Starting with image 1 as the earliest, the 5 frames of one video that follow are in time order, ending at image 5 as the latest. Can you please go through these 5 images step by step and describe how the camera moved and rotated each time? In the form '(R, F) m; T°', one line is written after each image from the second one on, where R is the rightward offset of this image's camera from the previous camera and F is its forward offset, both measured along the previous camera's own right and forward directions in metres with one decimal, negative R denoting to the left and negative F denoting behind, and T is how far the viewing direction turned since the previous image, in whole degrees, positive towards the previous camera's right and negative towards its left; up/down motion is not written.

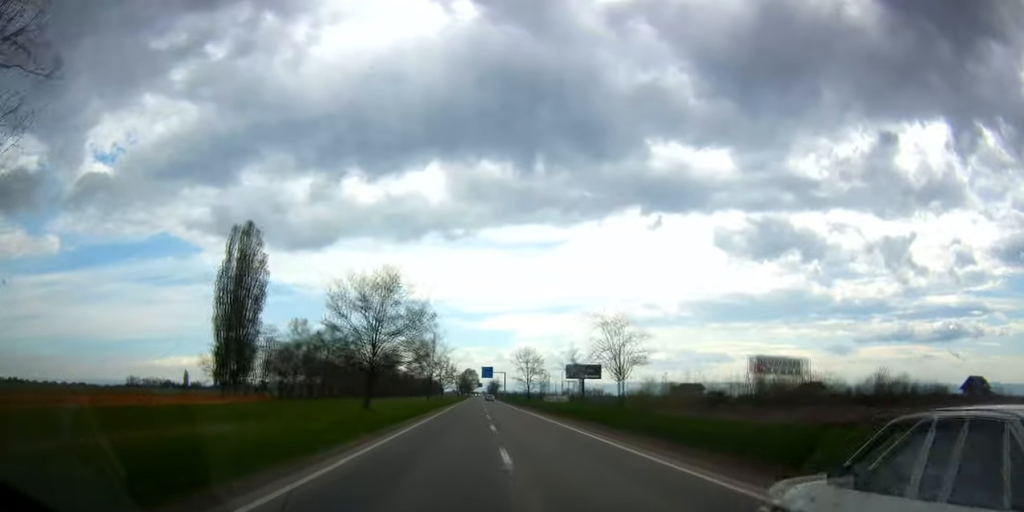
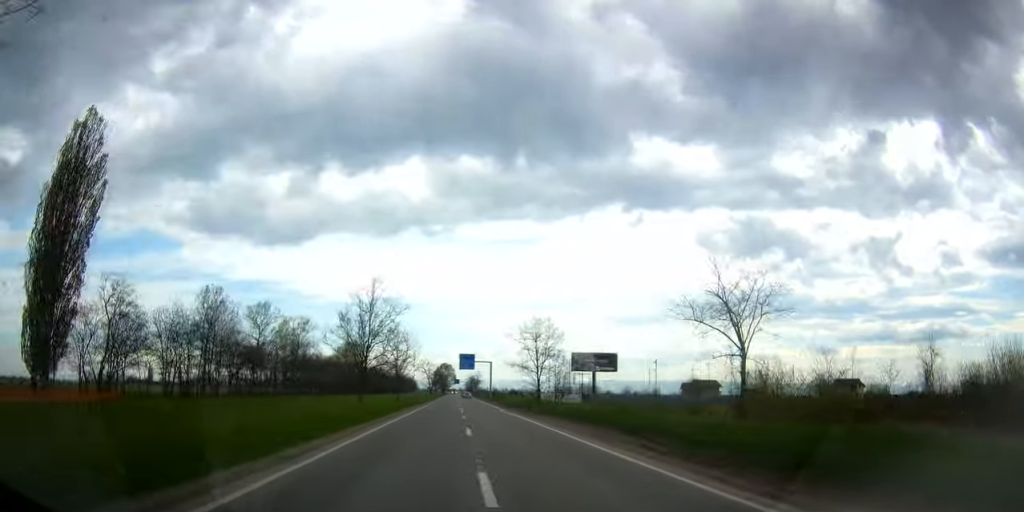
(+1.3, +38.6) m; +3°
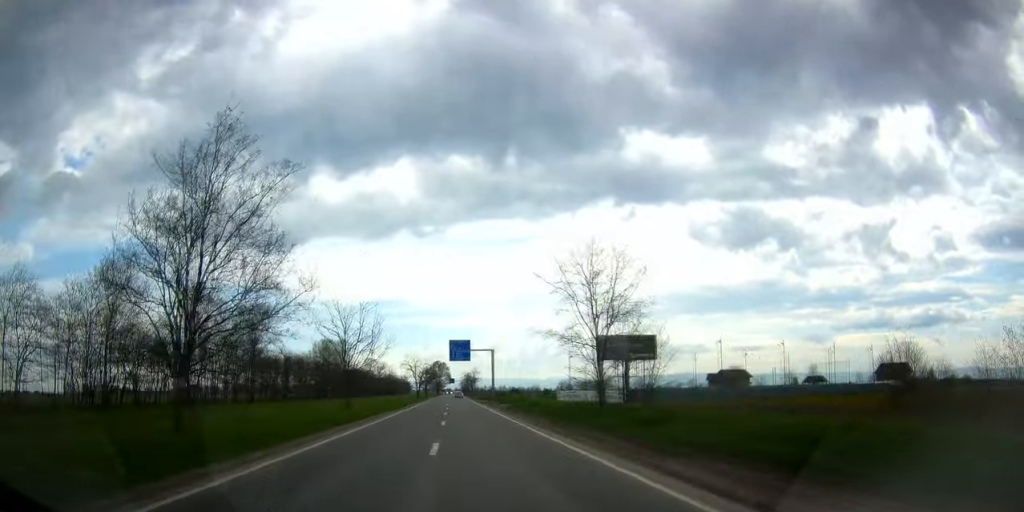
(+0.5, +29.9) m; +1°
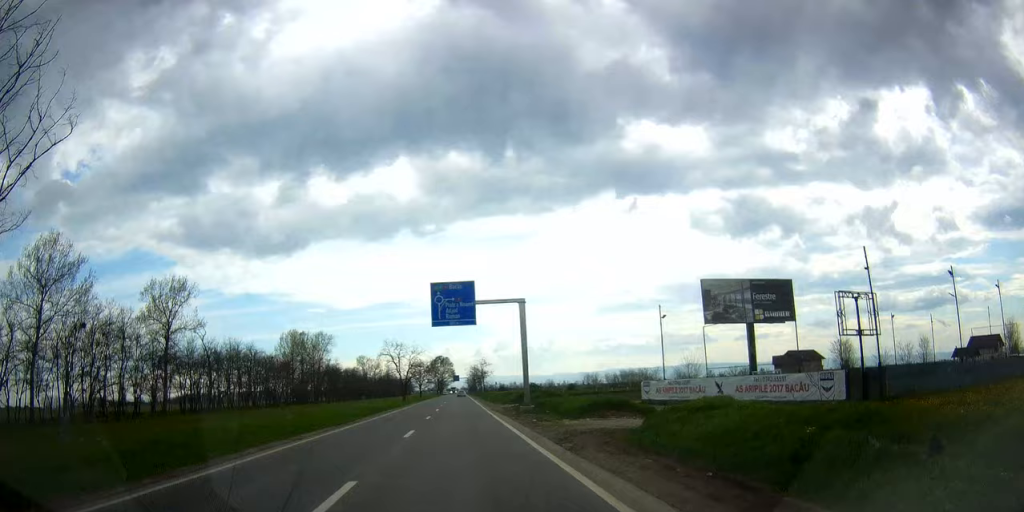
(-0.1, +45.0) m; 0°
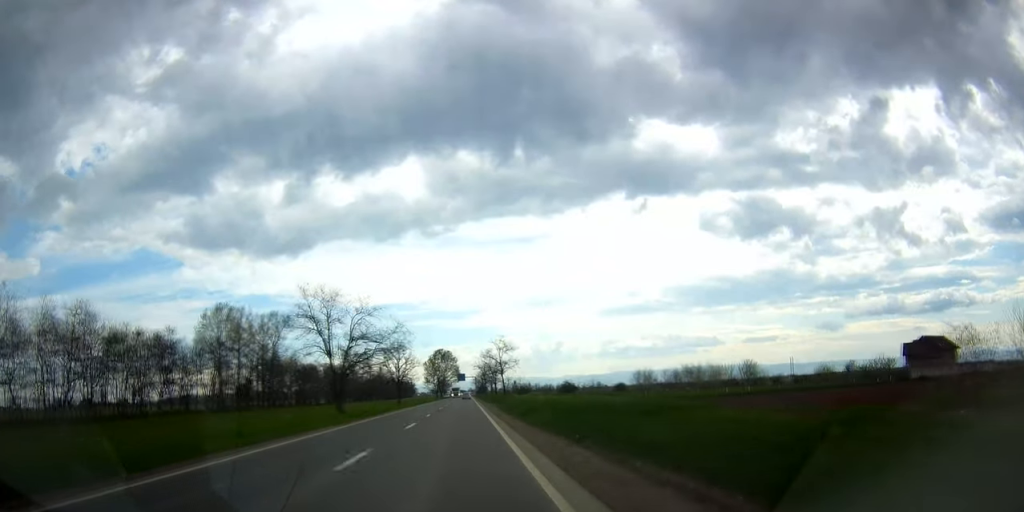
(+1.1, +58.6) m; +1°
